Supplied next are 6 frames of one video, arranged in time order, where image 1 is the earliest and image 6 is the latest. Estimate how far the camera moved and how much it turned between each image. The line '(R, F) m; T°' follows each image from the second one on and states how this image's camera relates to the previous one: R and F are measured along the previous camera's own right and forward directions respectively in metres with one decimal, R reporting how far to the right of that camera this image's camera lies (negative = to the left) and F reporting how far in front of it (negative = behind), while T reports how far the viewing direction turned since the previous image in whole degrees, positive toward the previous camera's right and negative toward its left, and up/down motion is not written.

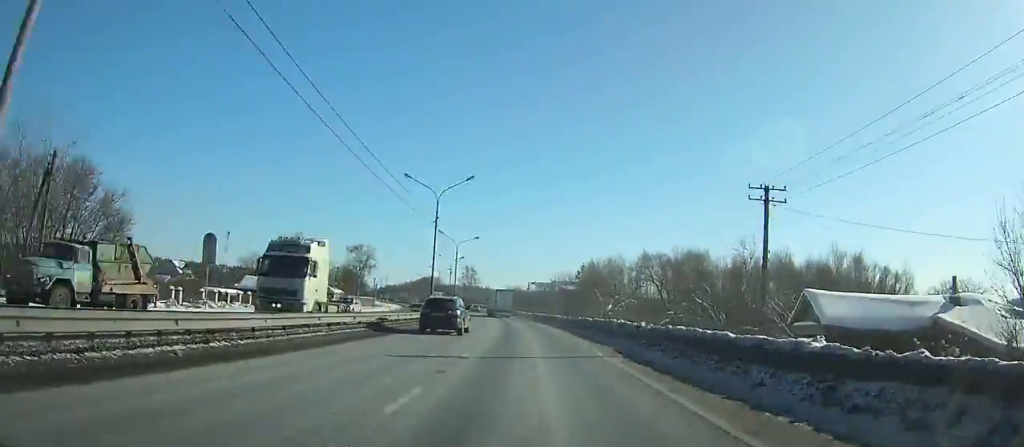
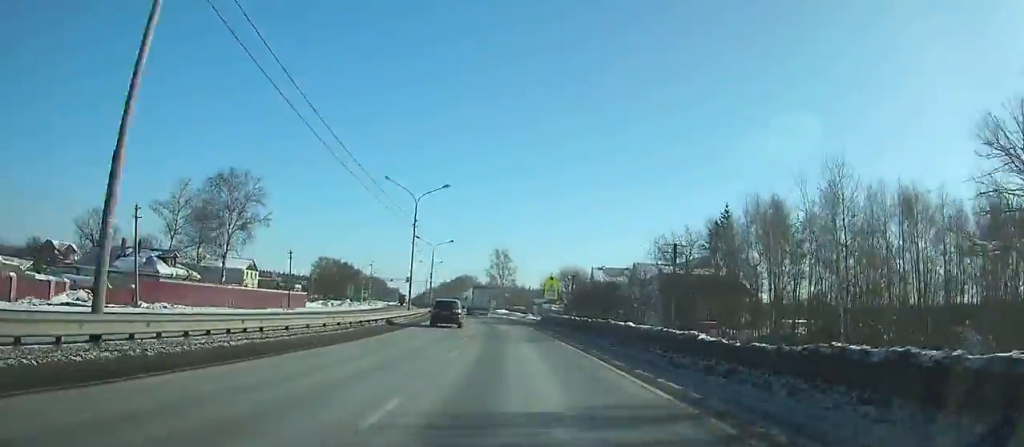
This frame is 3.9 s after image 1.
(-3.4, +71.9) m; -6°
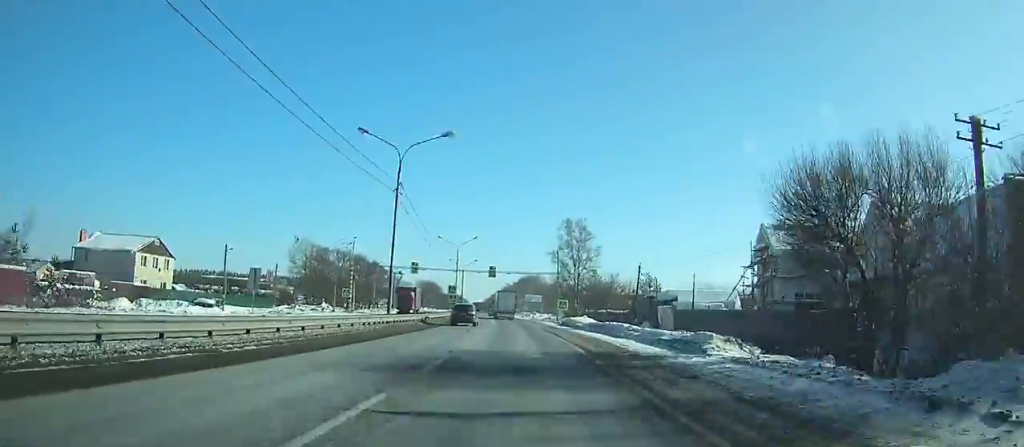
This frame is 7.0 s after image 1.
(-2.7, +57.5) m; -5°
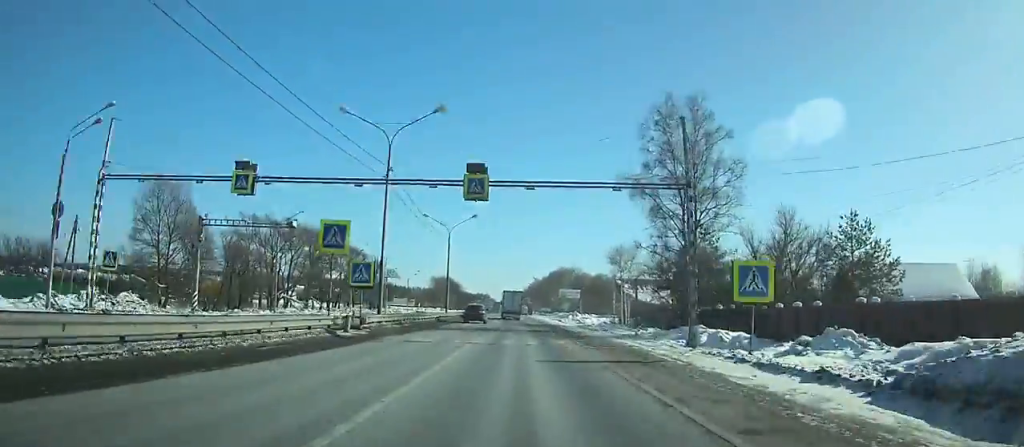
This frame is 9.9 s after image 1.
(-2.3, +53.6) m; -4°
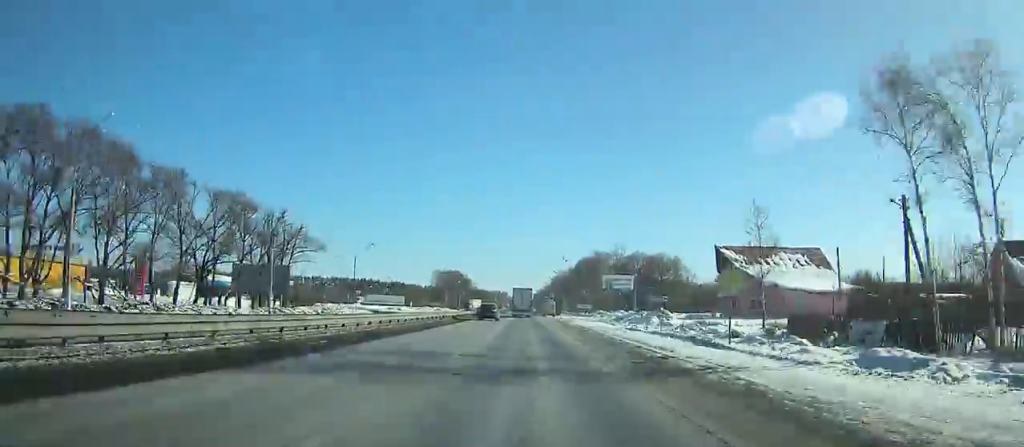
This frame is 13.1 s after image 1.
(-1.5, +58.6) m; -2°
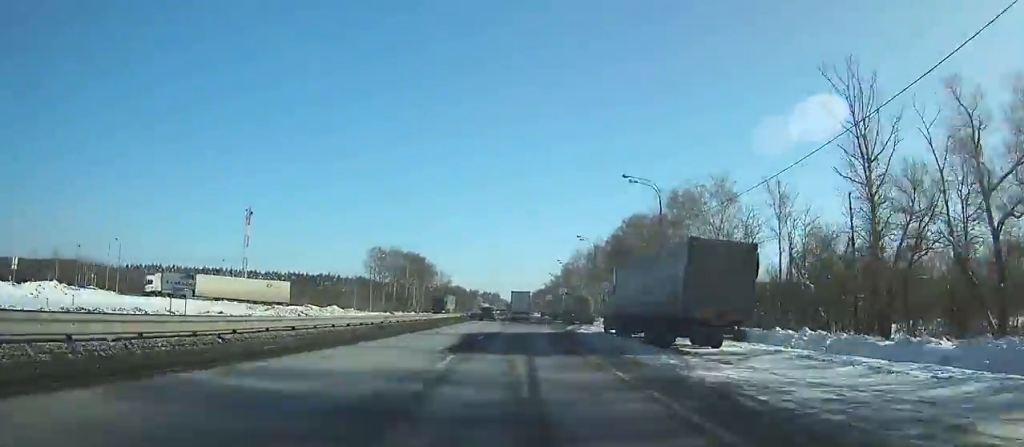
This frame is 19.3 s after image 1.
(-1.0, +111.0) m; 0°
